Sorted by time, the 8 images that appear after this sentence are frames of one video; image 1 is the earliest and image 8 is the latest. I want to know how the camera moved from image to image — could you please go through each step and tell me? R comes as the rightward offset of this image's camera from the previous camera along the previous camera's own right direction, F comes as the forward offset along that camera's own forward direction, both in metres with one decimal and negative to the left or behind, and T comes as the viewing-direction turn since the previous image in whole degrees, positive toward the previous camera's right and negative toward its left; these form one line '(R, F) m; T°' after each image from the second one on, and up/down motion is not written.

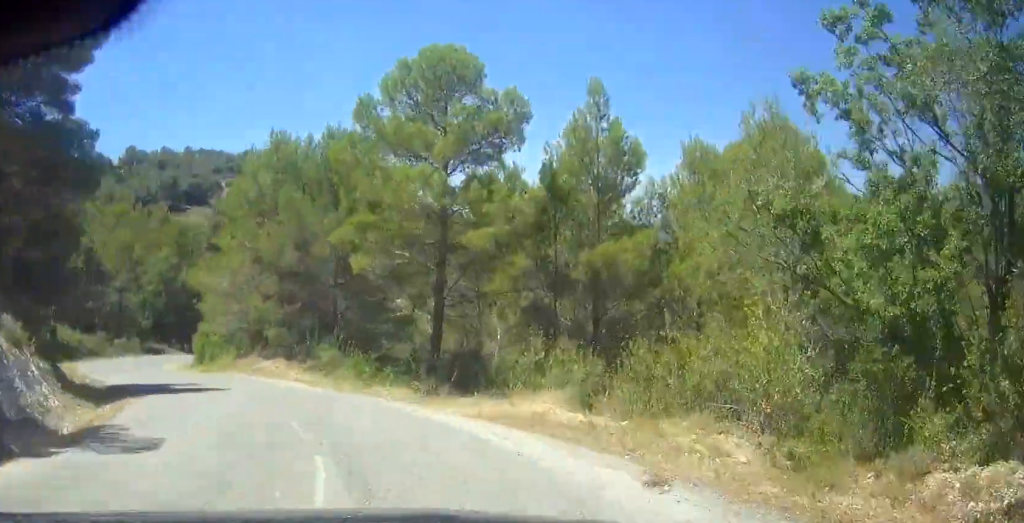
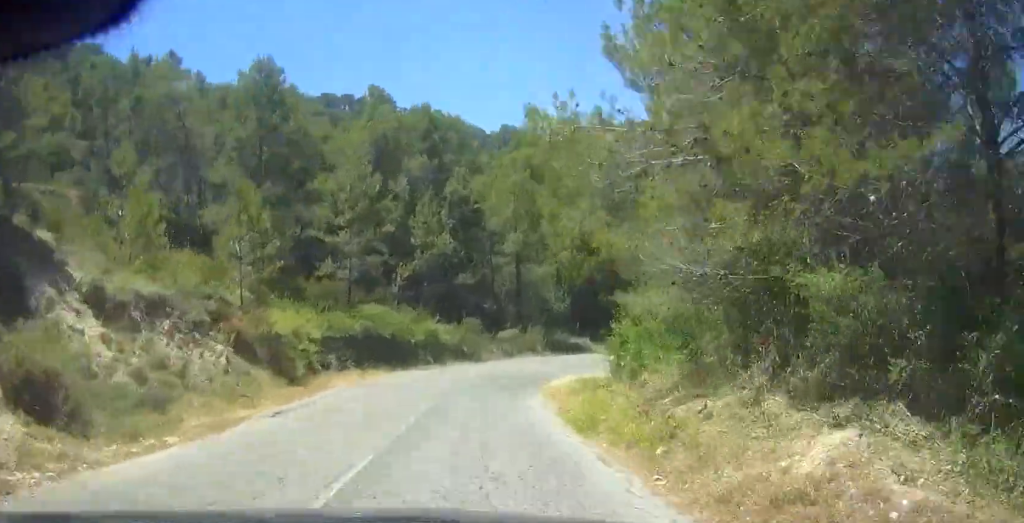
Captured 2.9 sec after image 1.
(-6.5, +23.0) m; -7°
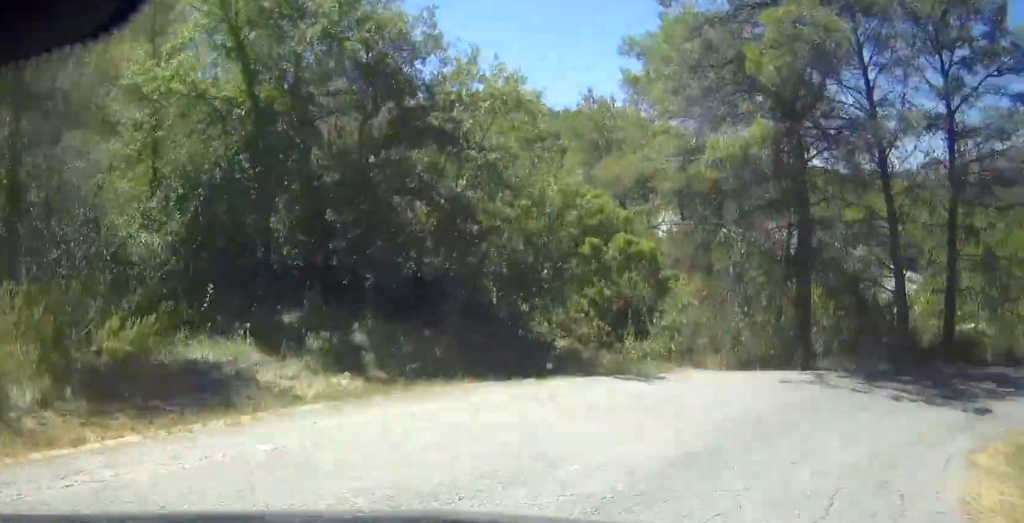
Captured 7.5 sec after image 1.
(+1.1, +34.7) m; +47°
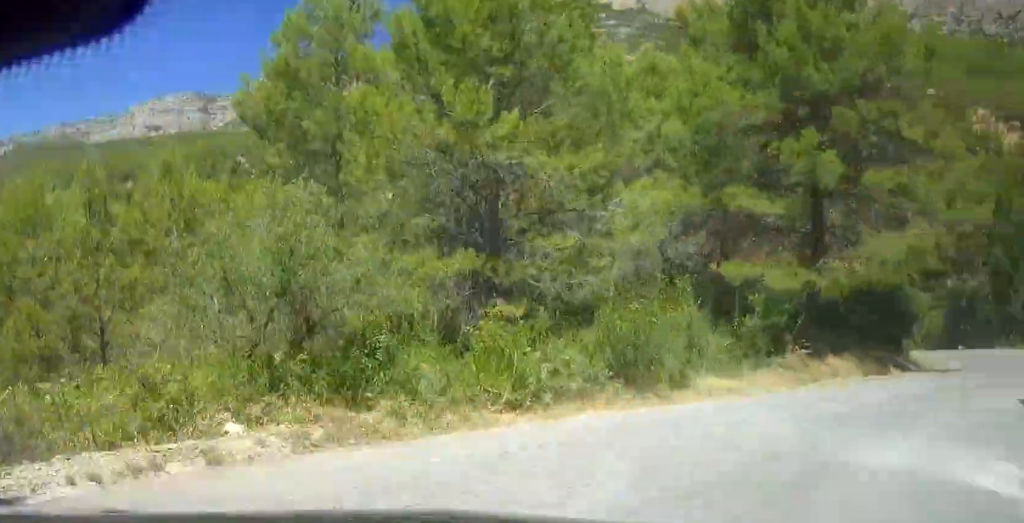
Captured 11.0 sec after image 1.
(+13.2, +11.1) m; +60°
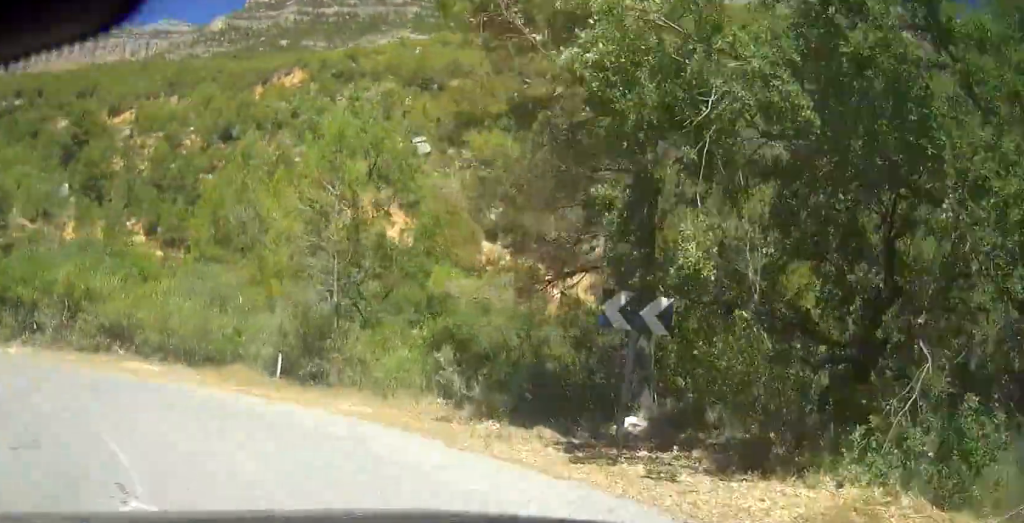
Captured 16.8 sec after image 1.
(+14.8, +32.1) m; -24°
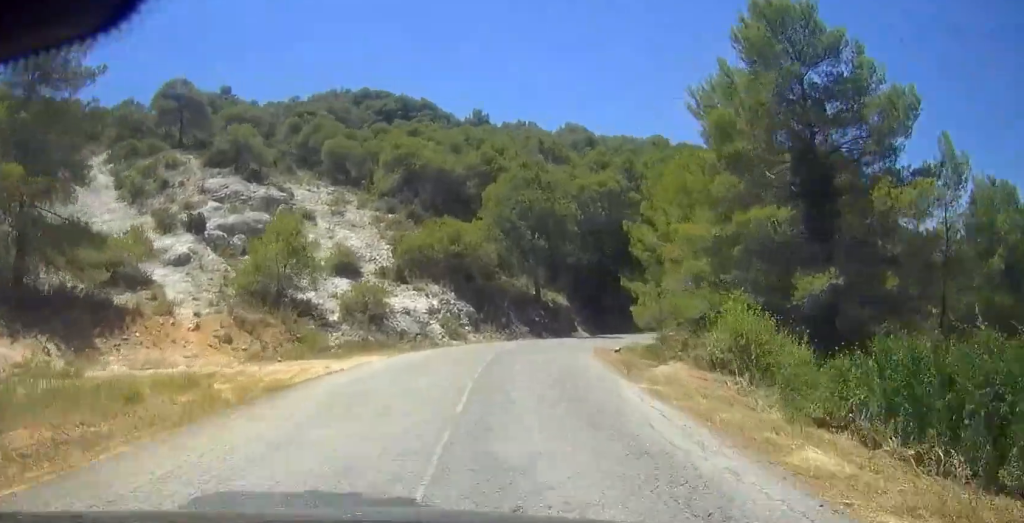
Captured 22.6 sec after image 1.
(-36.5, +22.4) m; -68°
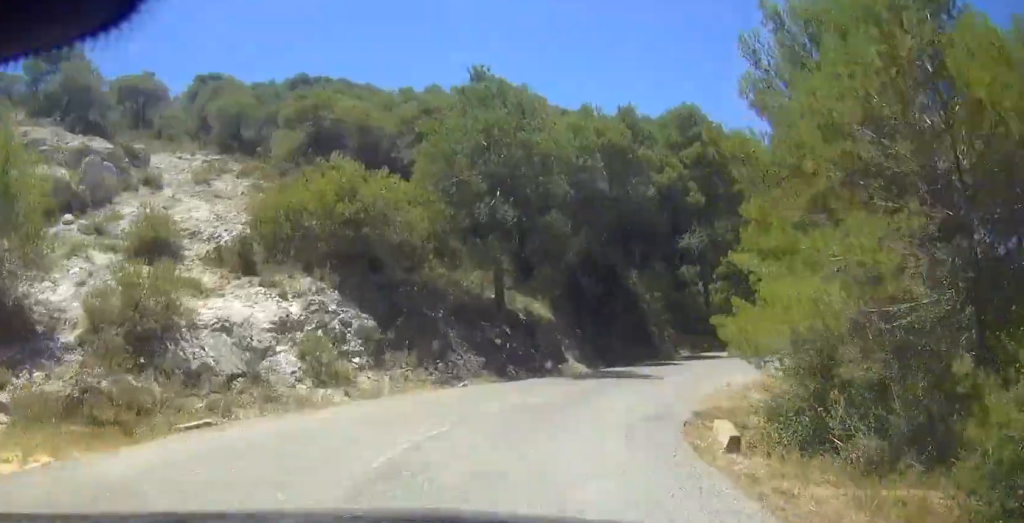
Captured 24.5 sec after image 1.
(-4.8, +16.7) m; -2°
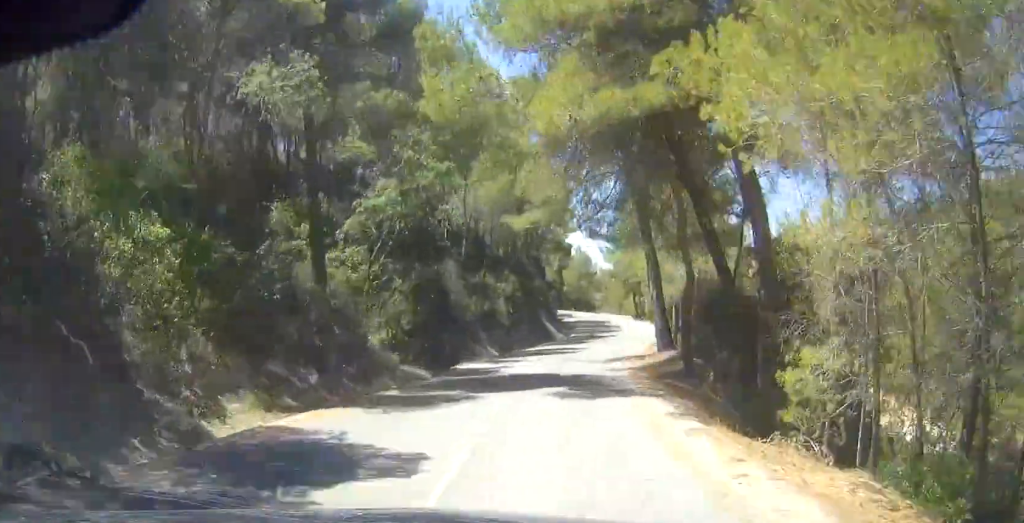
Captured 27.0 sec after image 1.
(+5.9, +24.8) m; +12°
